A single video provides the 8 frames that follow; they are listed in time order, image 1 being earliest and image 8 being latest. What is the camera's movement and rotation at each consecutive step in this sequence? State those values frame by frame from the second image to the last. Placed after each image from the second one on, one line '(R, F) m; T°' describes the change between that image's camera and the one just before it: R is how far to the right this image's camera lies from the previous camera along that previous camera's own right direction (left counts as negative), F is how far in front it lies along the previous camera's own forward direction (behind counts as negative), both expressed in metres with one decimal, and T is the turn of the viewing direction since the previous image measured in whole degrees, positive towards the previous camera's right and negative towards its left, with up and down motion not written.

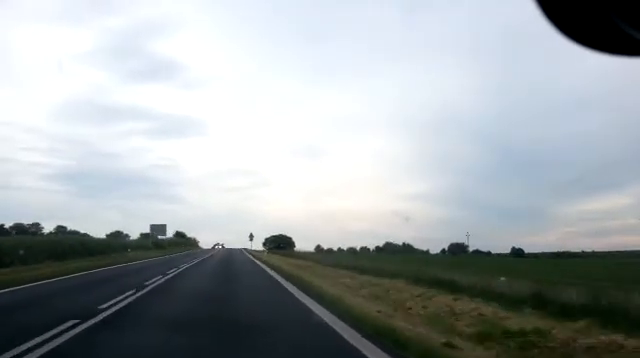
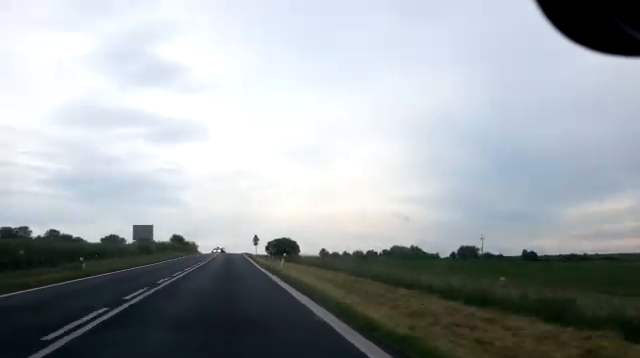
(0.0, +11.7) m; 0°
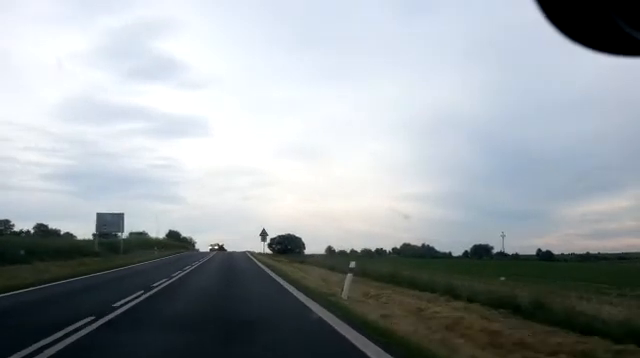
(0.0, +14.8) m; 0°
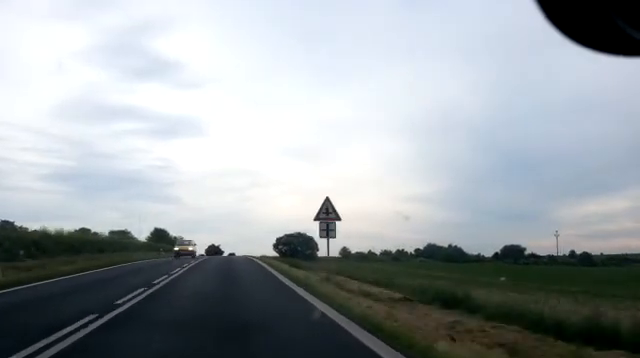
(0.0, +31.6) m; 0°
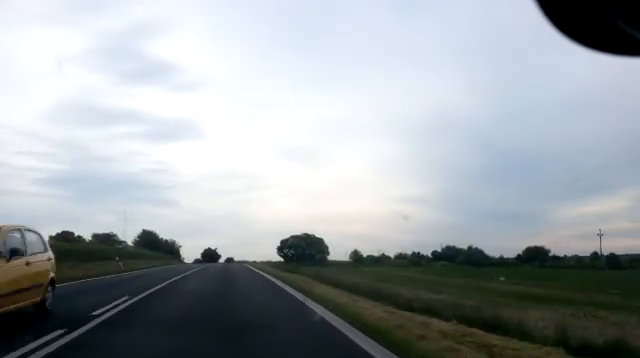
(0.0, +19.1) m; 0°
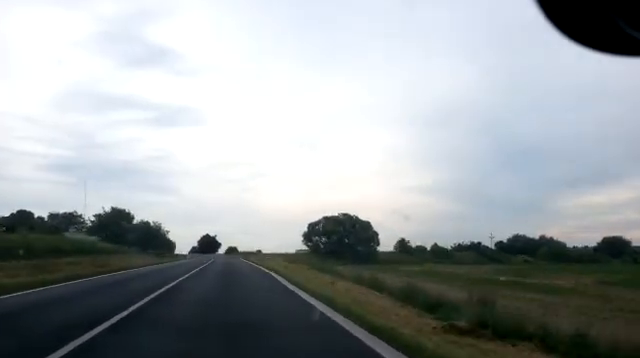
(+0.2, +42.5) m; -1°
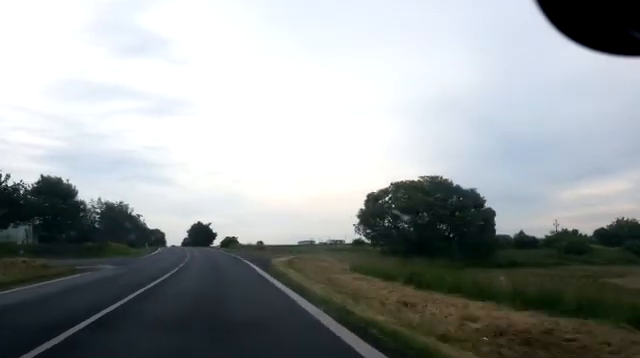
(-0.3, +39.1) m; +1°
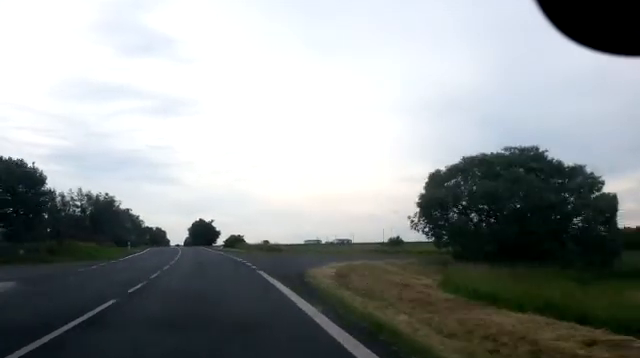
(+0.2, +14.3) m; -1°
